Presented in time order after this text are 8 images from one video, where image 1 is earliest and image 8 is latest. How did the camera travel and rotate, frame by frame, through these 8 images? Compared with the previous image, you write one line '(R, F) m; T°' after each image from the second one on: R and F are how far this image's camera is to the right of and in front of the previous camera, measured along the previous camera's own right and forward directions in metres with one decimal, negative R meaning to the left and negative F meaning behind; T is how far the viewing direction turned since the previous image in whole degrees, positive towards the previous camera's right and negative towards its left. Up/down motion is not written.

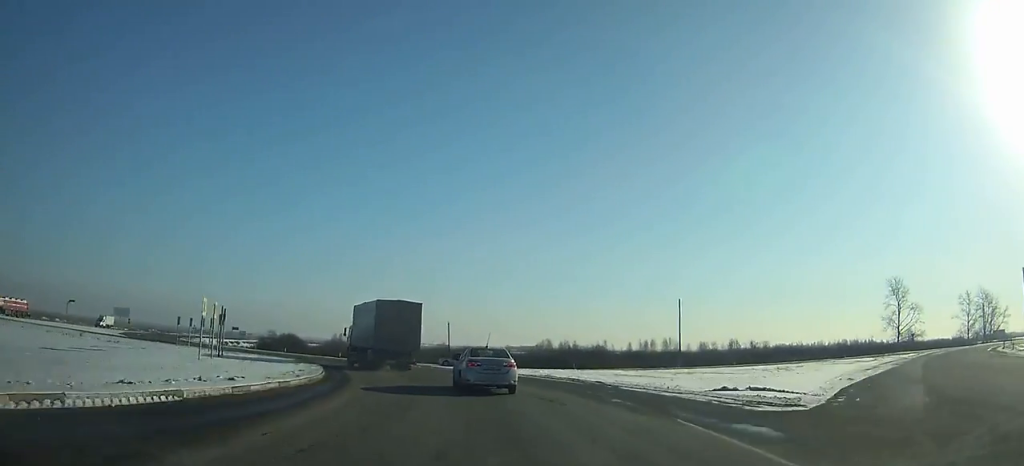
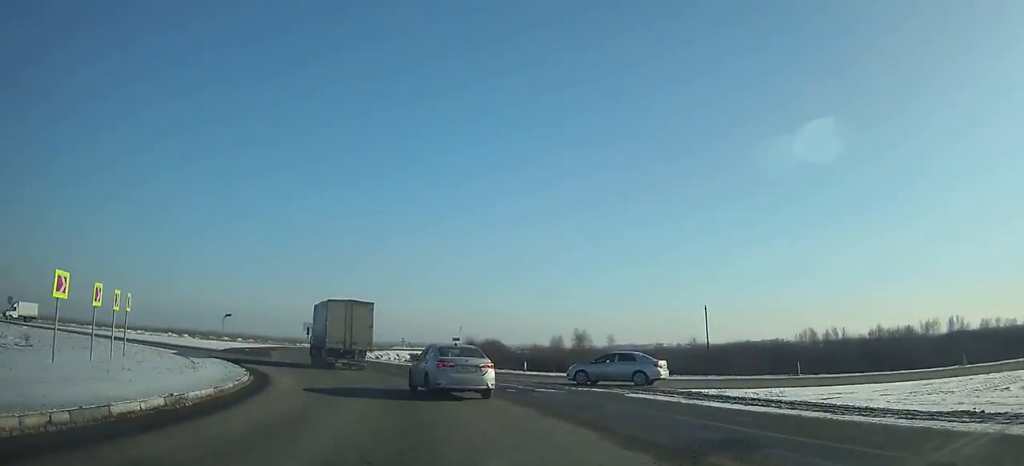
(-4.0, +30.1) m; -20°
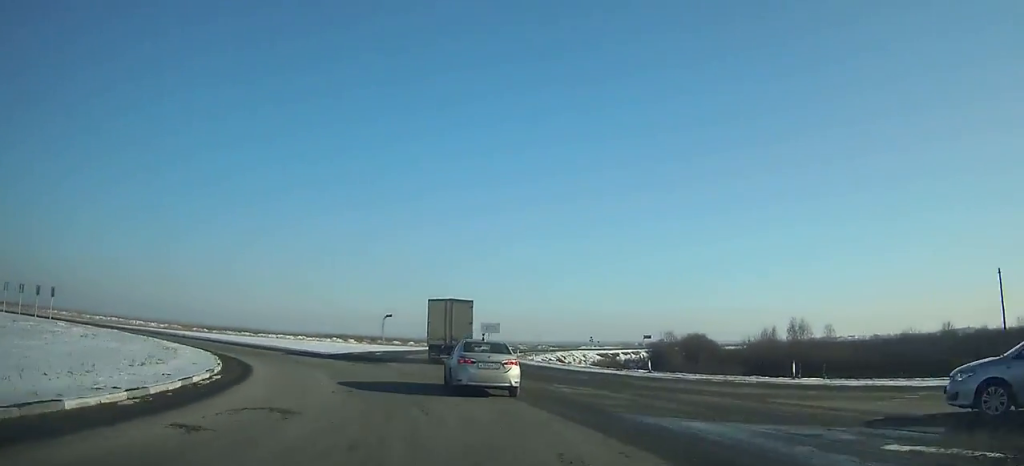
(-3.0, +18.1) m; -10°
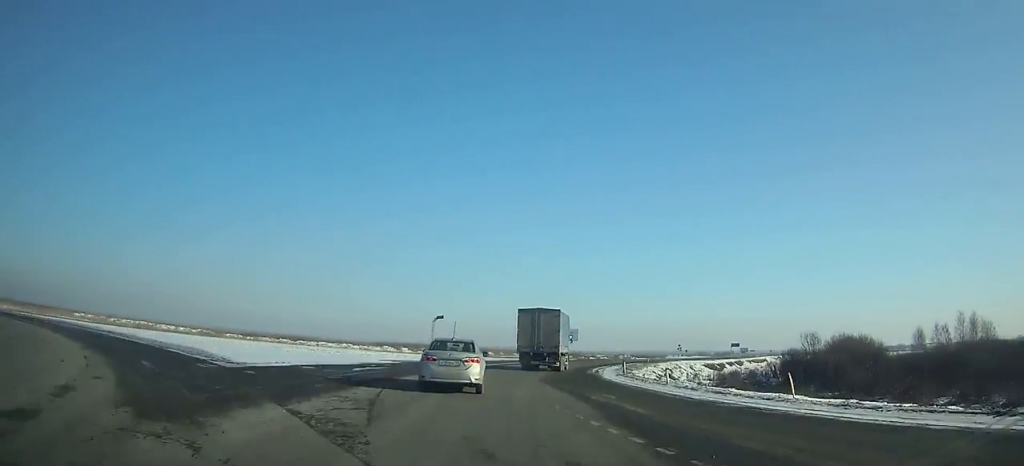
(-2.4, +24.3) m; -3°
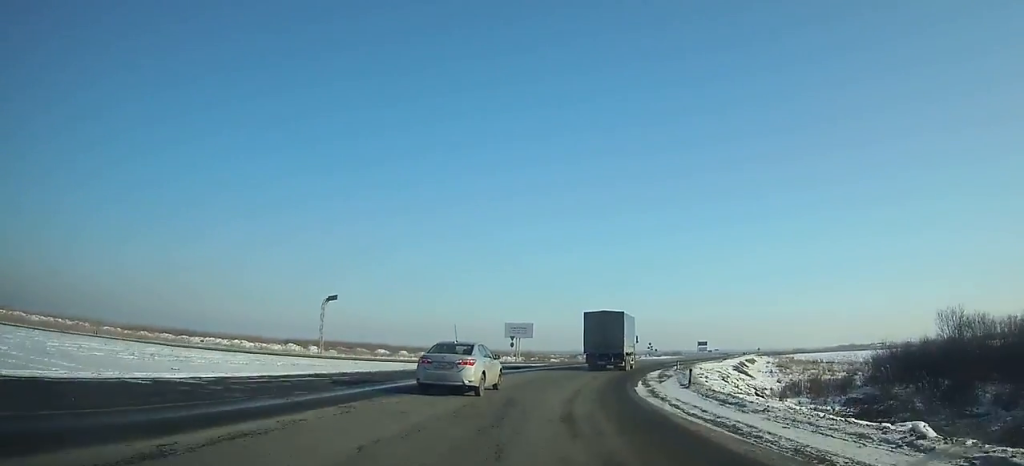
(-0.7, +31.0) m; +5°
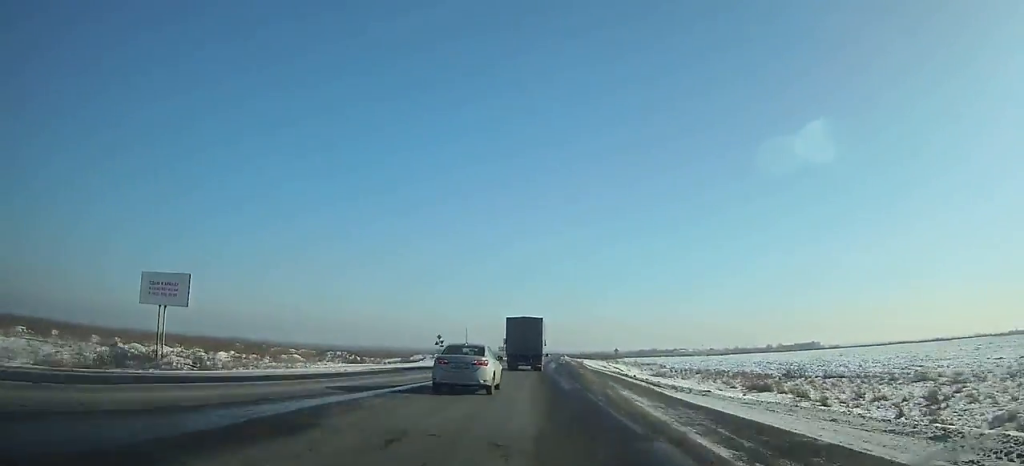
(+10.3, +63.5) m; +14°
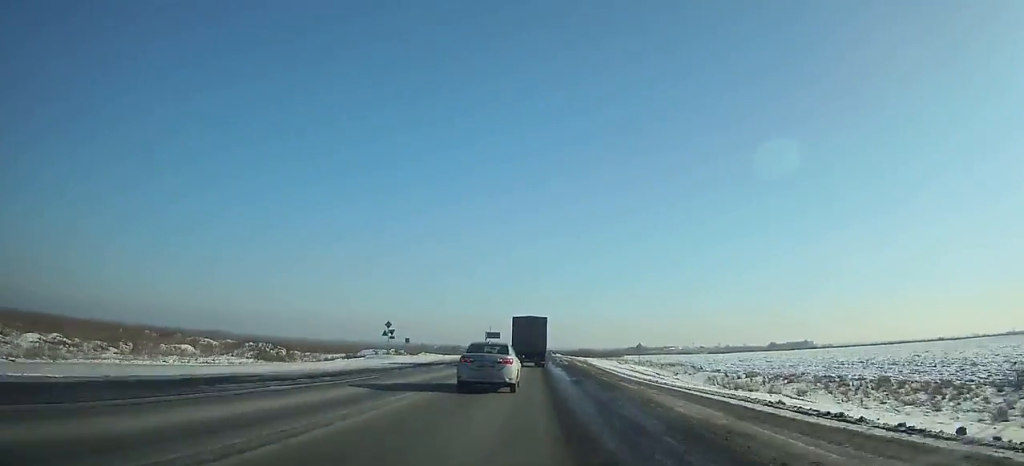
(+1.0, +30.7) m; +2°
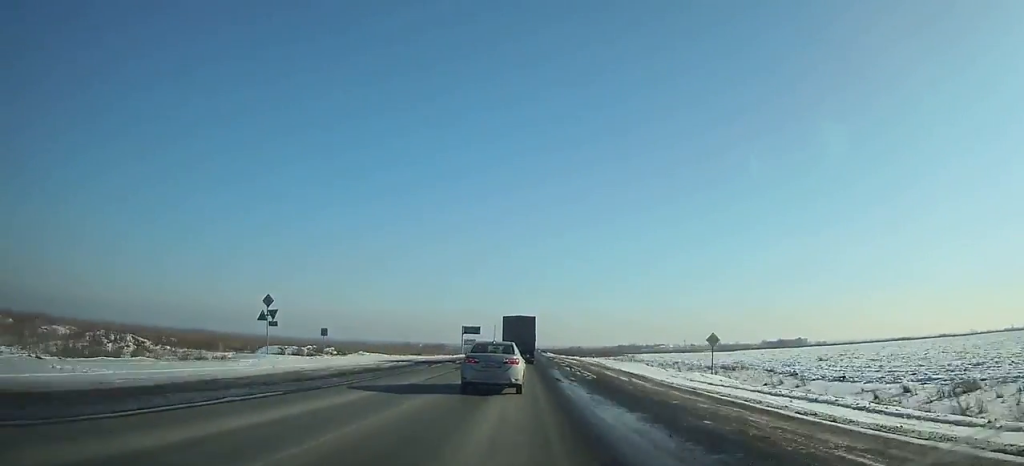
(+0.3, +31.5) m; +1°
